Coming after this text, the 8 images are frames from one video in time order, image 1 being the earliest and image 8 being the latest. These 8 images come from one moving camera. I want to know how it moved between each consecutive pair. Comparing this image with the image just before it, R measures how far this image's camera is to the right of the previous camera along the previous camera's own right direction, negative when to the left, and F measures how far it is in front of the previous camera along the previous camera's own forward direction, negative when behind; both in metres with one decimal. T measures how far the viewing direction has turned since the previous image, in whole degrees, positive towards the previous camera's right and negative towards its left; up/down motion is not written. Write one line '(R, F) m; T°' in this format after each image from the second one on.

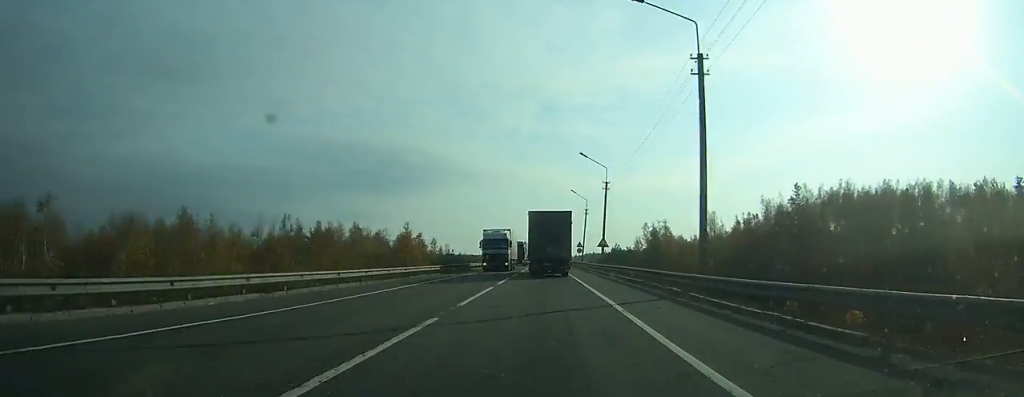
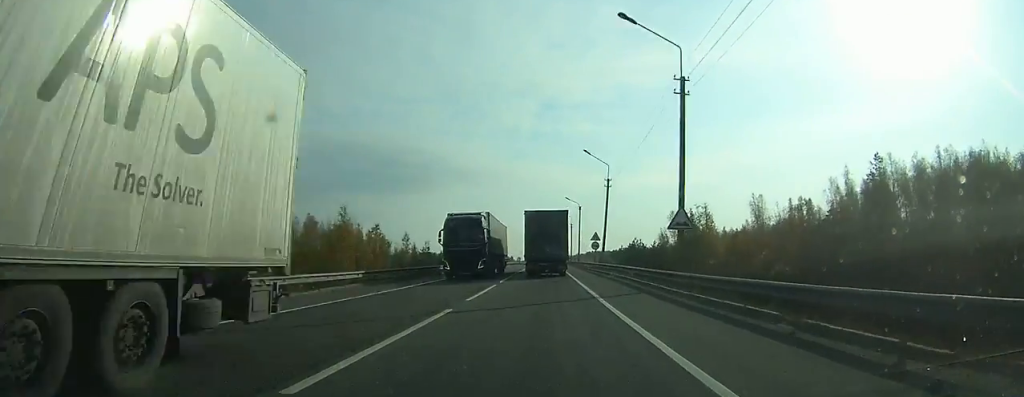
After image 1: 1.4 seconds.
(+0.1, +33.7) m; 0°
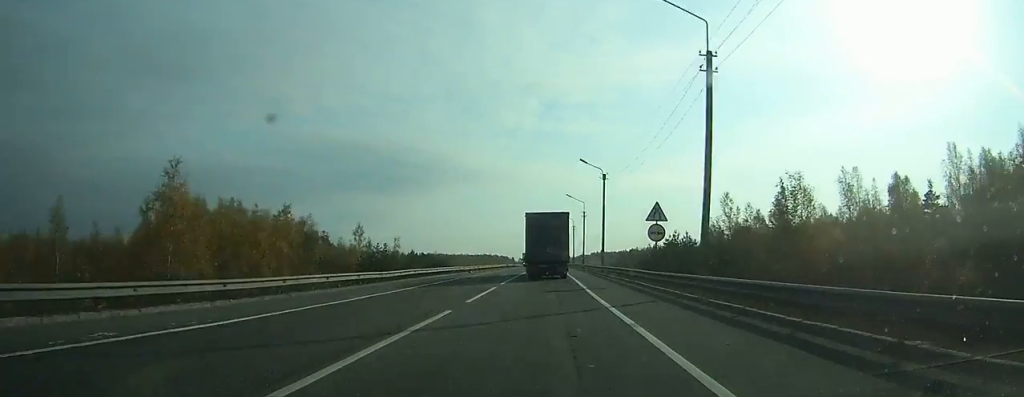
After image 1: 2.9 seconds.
(0.0, +36.3) m; 0°
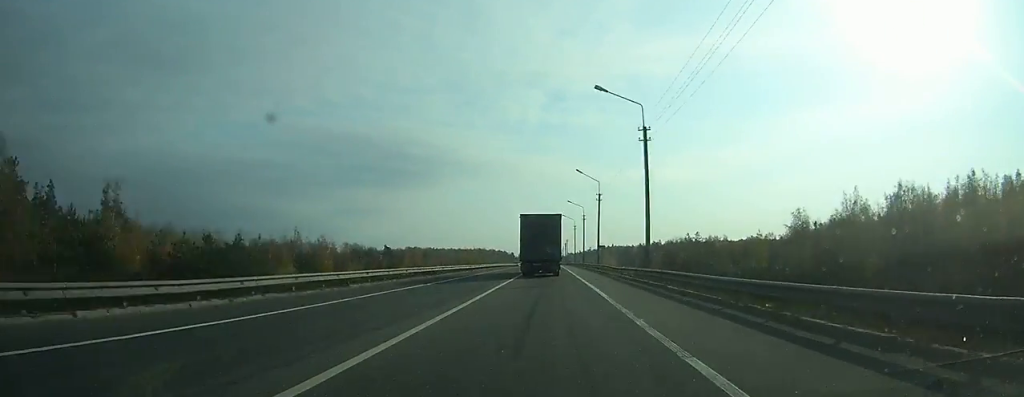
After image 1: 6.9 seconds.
(-0.6, +92.1) m; -1°
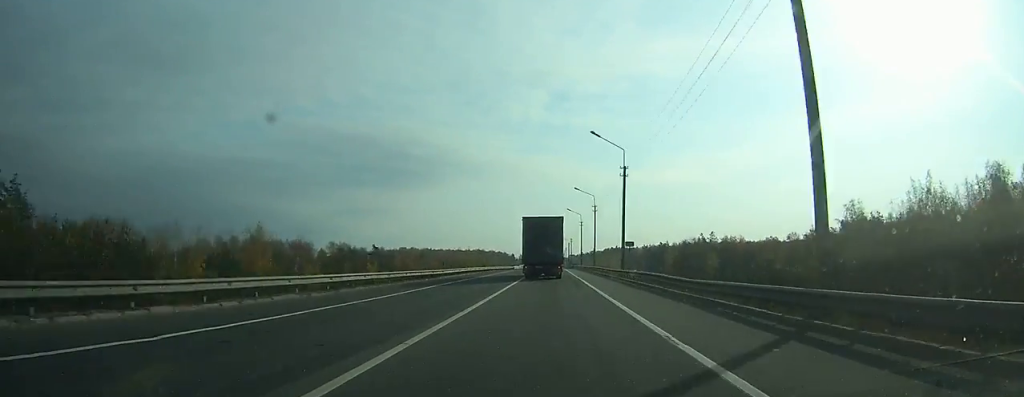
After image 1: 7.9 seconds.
(-0.1, +19.0) m; 0°
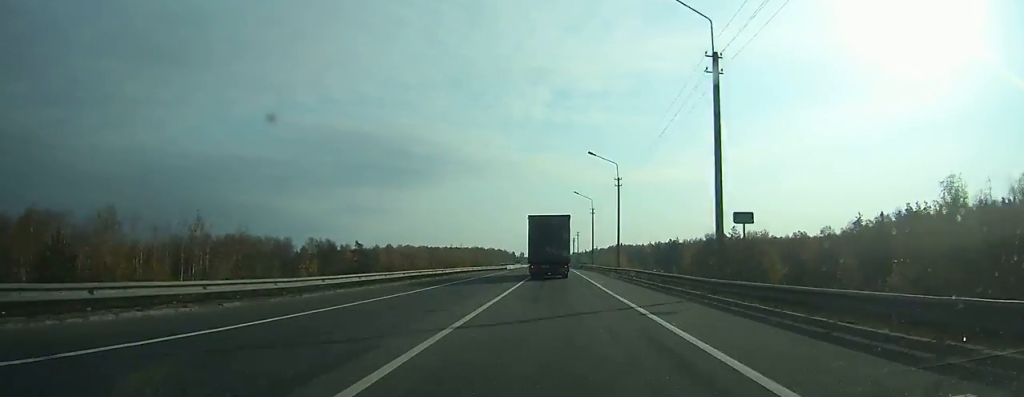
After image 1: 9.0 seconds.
(0.0, +23.2) m; 0°
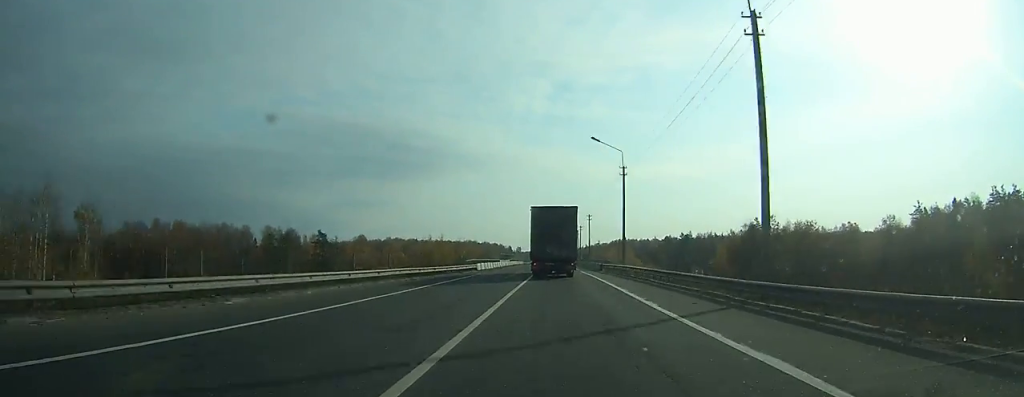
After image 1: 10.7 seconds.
(+0.1, +35.0) m; 0°
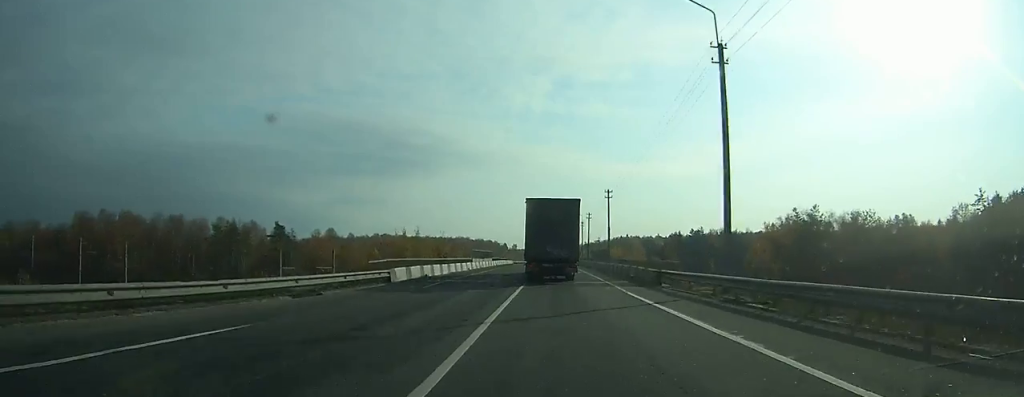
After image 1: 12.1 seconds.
(+0.1, +30.6) m; 0°
